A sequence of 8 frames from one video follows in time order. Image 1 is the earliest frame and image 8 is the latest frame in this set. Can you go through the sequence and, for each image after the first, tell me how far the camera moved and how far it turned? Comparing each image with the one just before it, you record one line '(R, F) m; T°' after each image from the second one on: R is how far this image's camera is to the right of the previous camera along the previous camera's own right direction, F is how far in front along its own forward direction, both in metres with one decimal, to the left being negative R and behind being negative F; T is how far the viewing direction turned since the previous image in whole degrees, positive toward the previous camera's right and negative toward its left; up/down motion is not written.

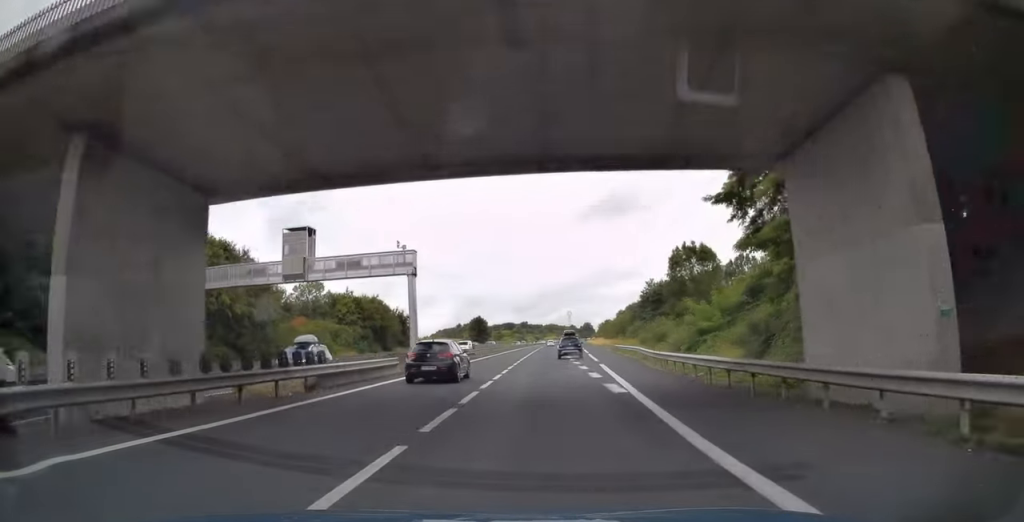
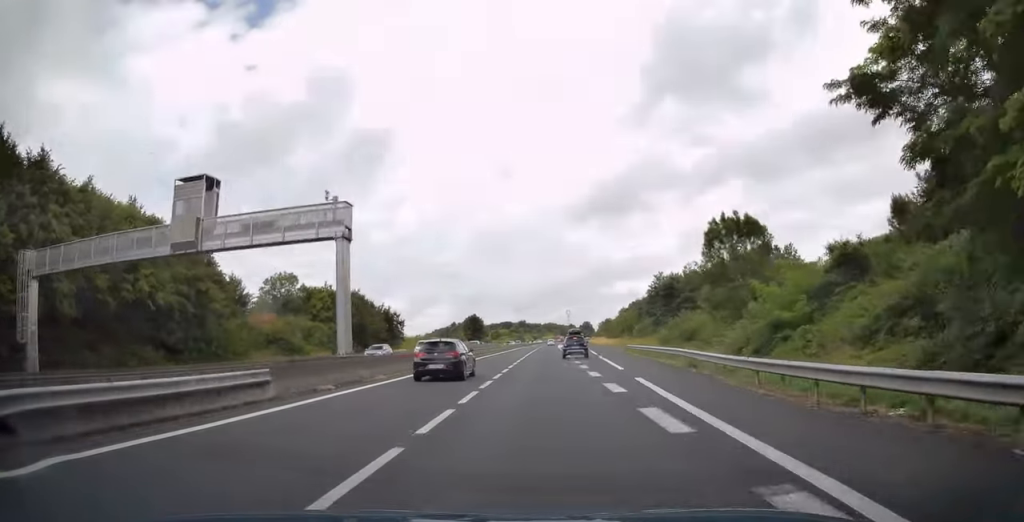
(0.0, +13.1) m; 0°
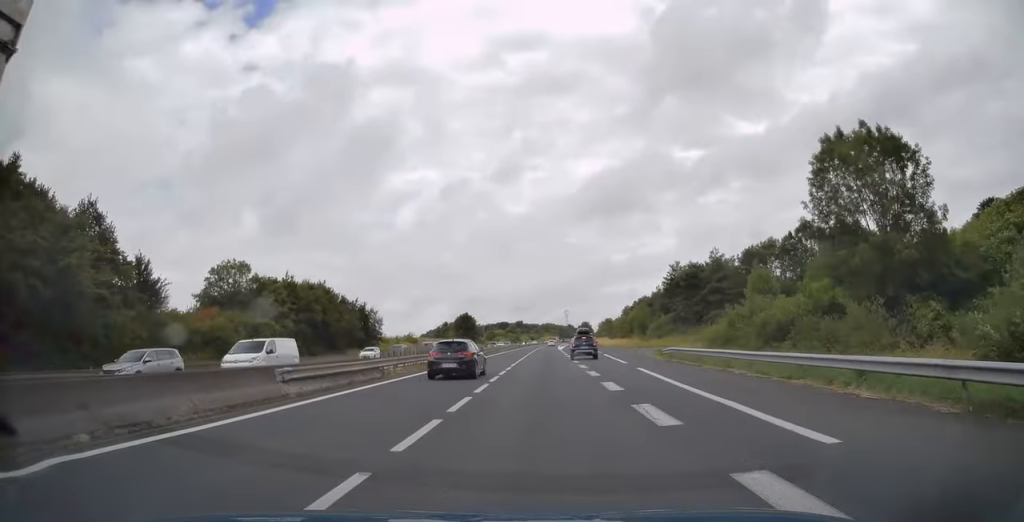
(+0.1, +19.1) m; +1°
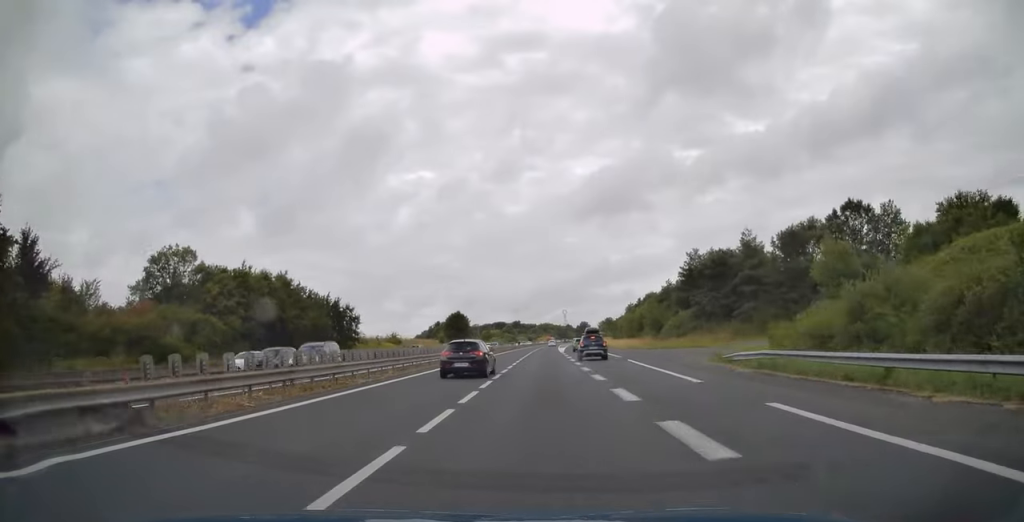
(+0.1, +16.0) m; 0°
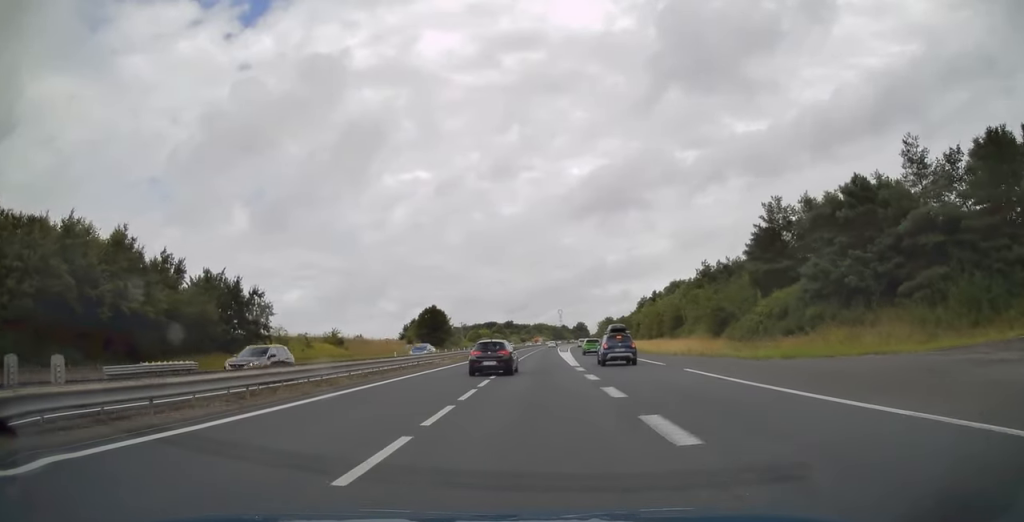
(+0.4, +38.7) m; +1°
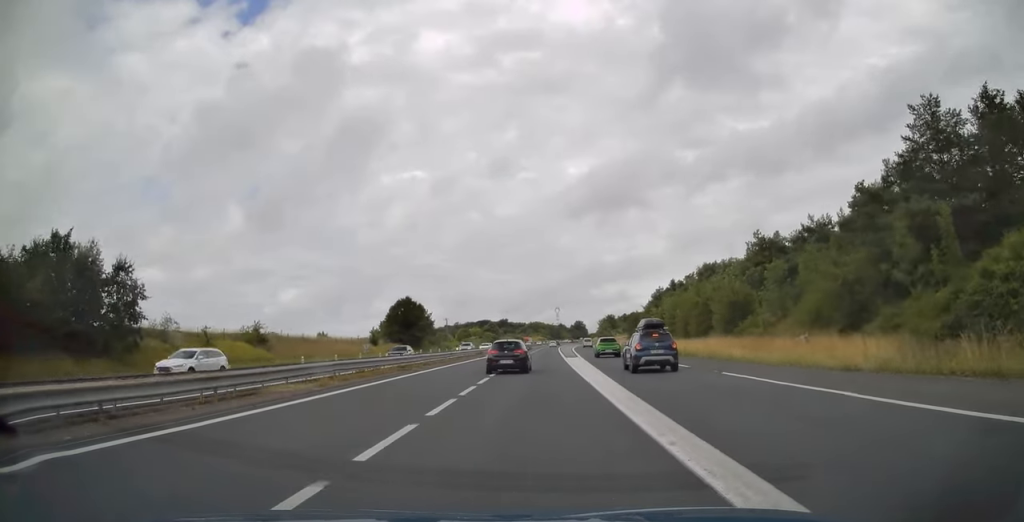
(+0.1, +29.6) m; 0°
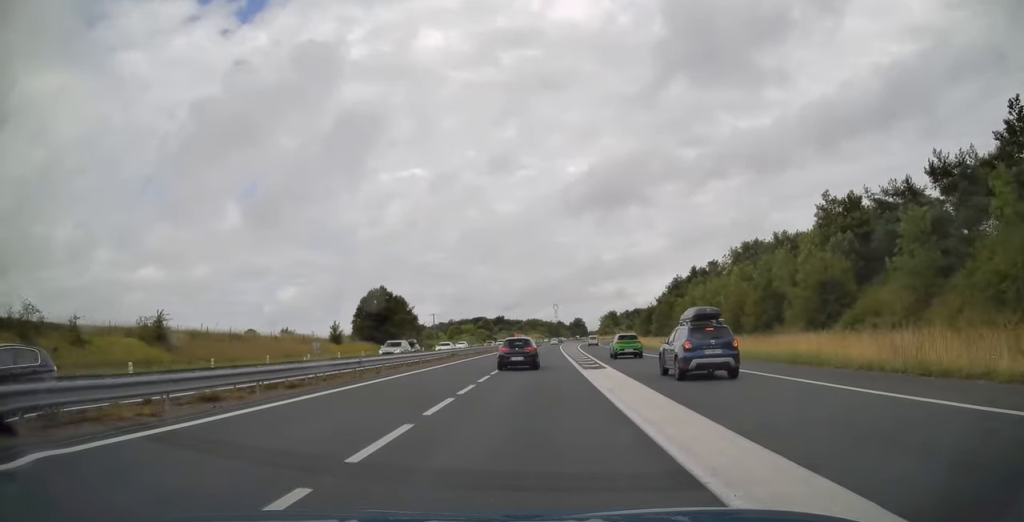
(0.0, +22.1) m; 0°
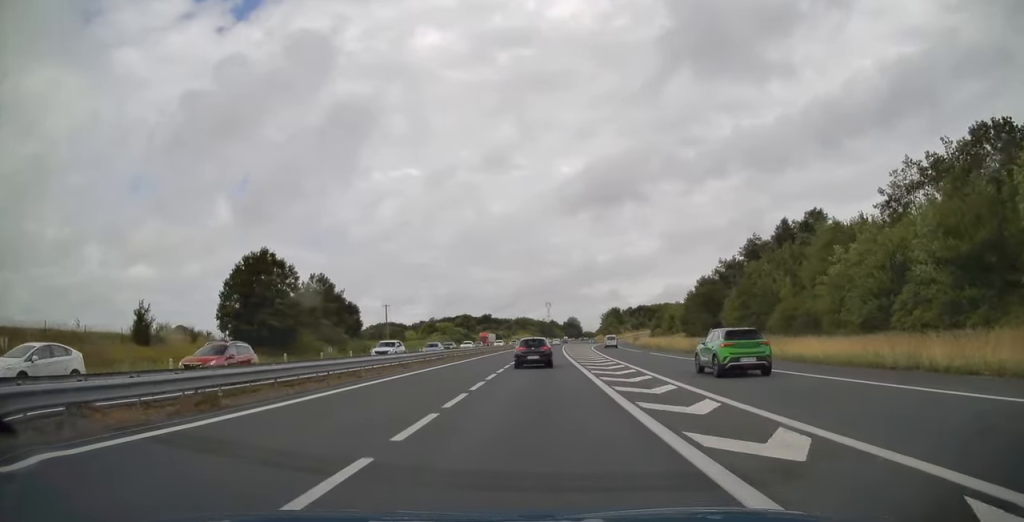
(+0.3, +51.0) m; +1°
